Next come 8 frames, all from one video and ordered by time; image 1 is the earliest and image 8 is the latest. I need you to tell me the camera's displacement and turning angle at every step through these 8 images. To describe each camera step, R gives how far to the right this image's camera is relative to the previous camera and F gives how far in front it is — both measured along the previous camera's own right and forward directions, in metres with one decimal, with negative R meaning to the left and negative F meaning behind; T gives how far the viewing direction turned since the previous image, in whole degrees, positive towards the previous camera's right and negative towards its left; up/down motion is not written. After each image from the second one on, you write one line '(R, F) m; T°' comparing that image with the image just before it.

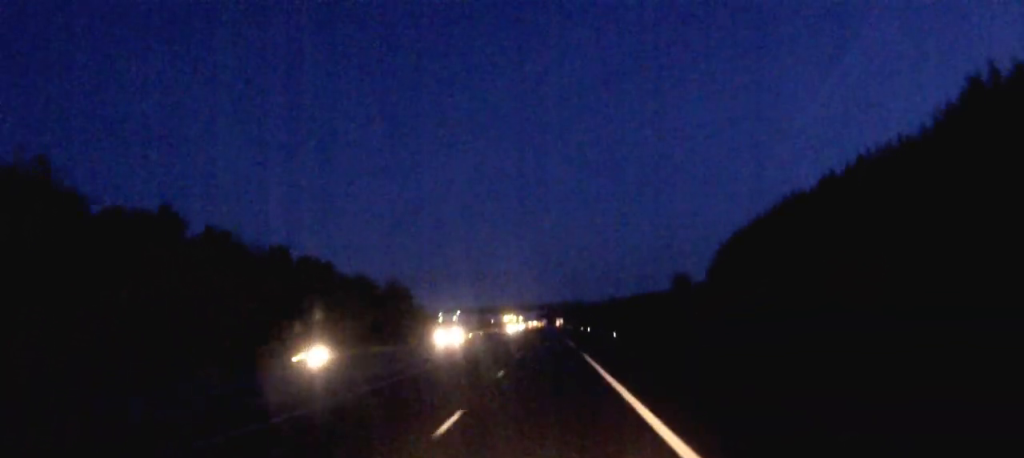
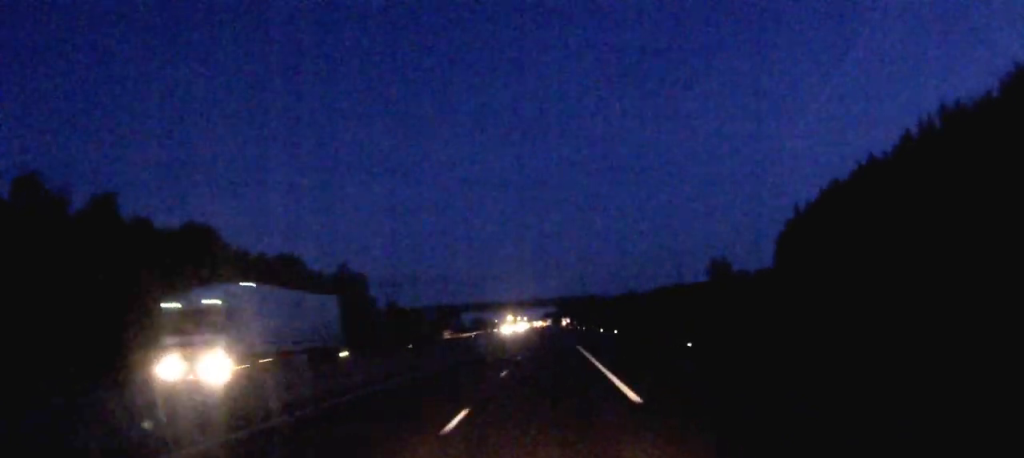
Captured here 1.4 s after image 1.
(-0.2, +38.2) m; 0°
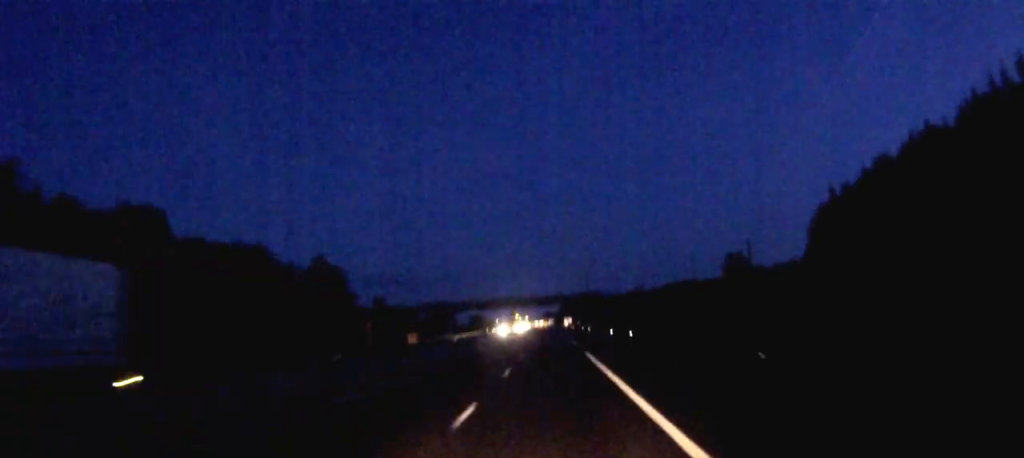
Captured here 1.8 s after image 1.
(0.0, +12.1) m; 0°
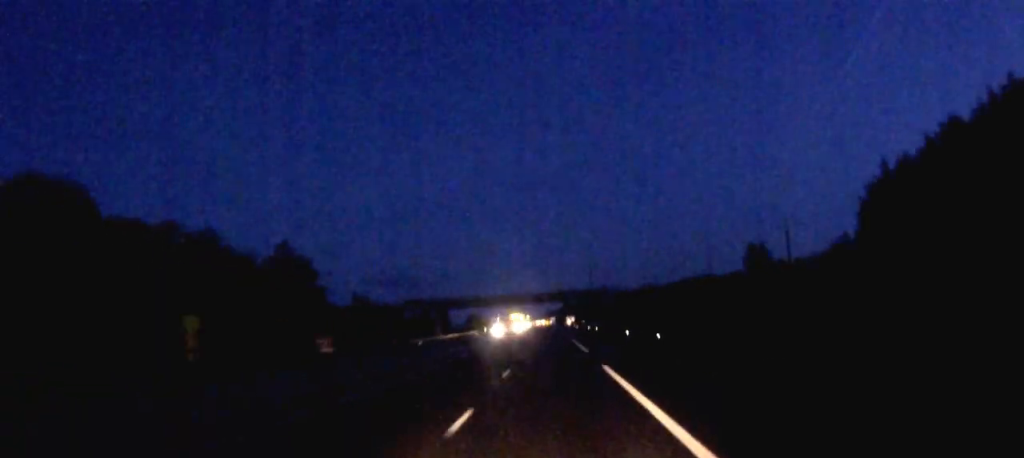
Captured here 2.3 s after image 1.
(0.0, +14.0) m; 0°
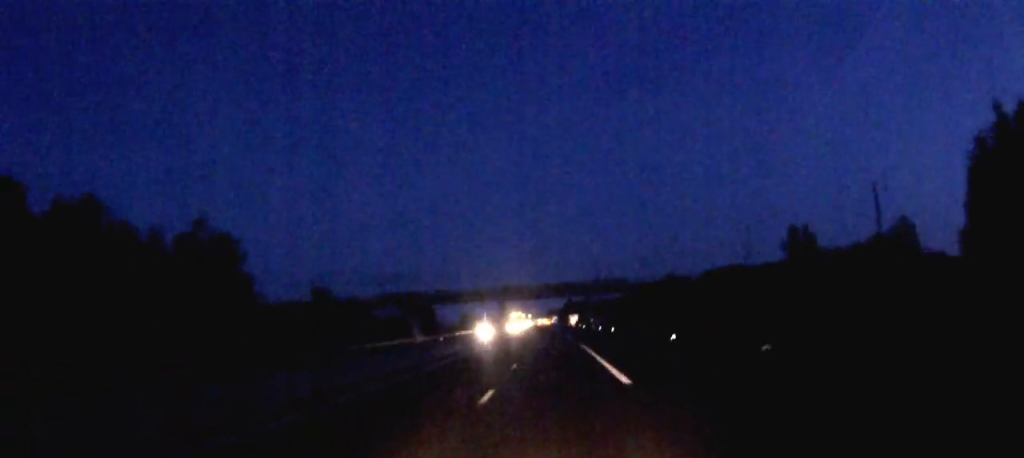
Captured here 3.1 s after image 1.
(0.0, +21.5) m; 0°
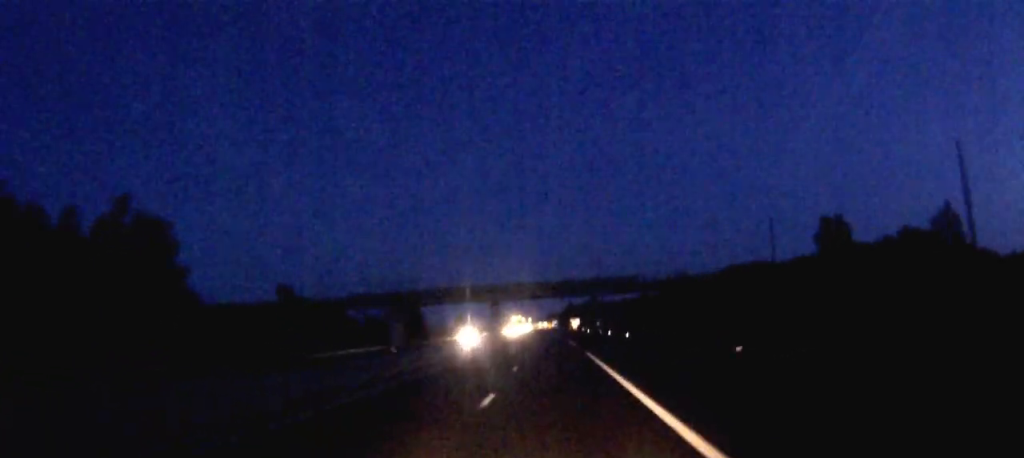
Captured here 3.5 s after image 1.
(0.0, +13.1) m; 0°
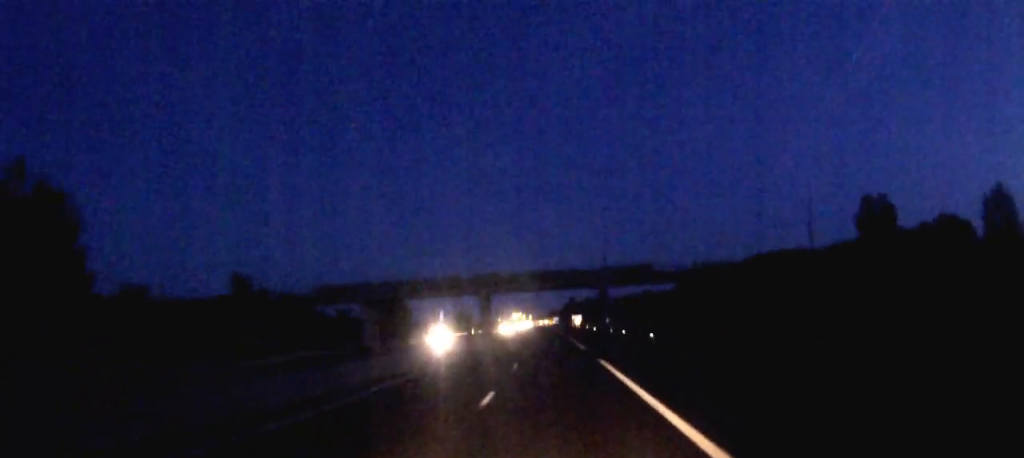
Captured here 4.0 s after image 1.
(0.0, +13.1) m; 0°
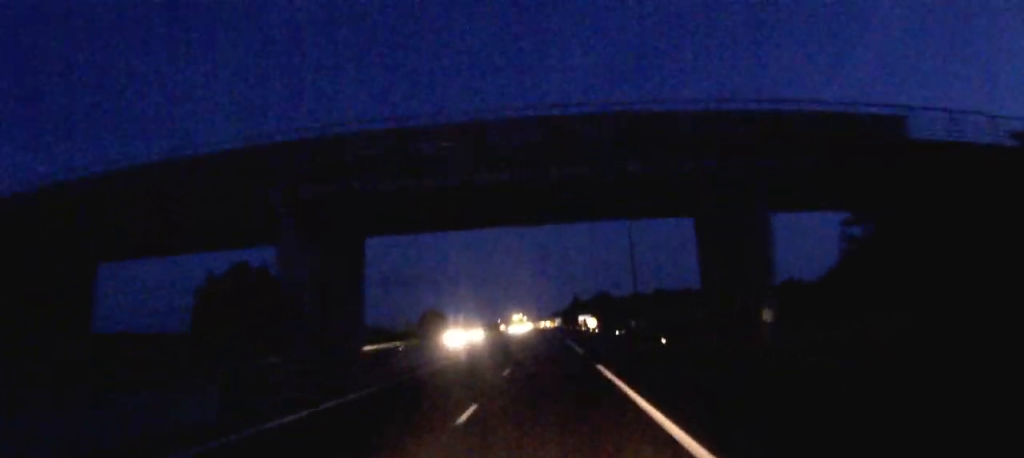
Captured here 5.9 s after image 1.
(-0.1, +53.9) m; 0°
